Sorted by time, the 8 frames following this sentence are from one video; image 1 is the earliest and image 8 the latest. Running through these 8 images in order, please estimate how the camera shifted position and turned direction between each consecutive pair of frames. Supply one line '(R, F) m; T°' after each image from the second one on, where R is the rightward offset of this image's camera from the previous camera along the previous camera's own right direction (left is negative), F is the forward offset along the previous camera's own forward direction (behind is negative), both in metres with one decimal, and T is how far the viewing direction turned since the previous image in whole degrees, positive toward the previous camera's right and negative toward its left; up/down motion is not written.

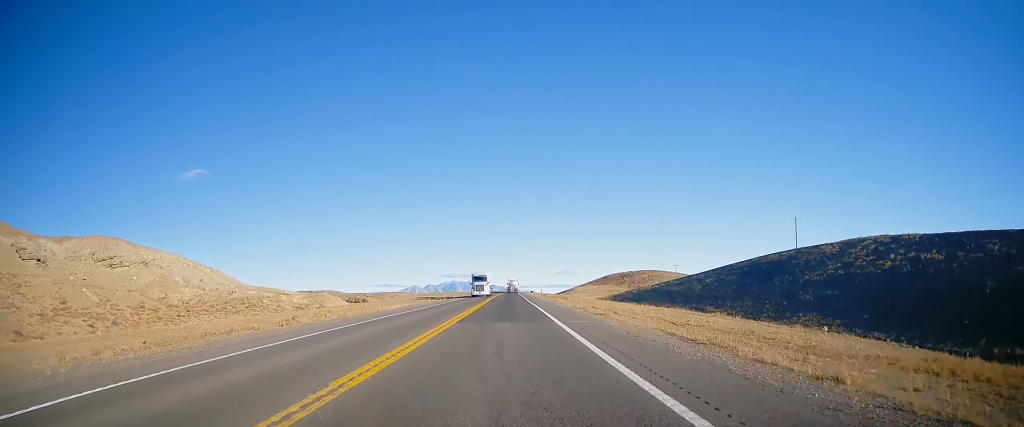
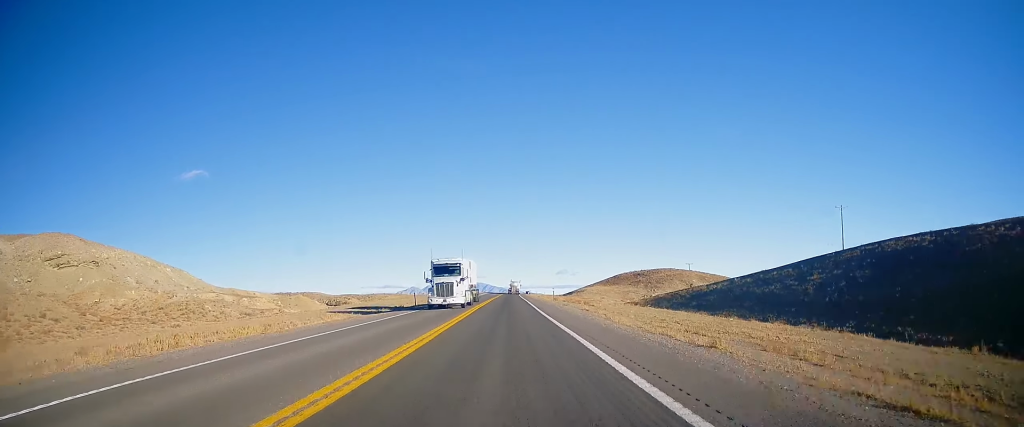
(0.0, +21.2) m; 0°
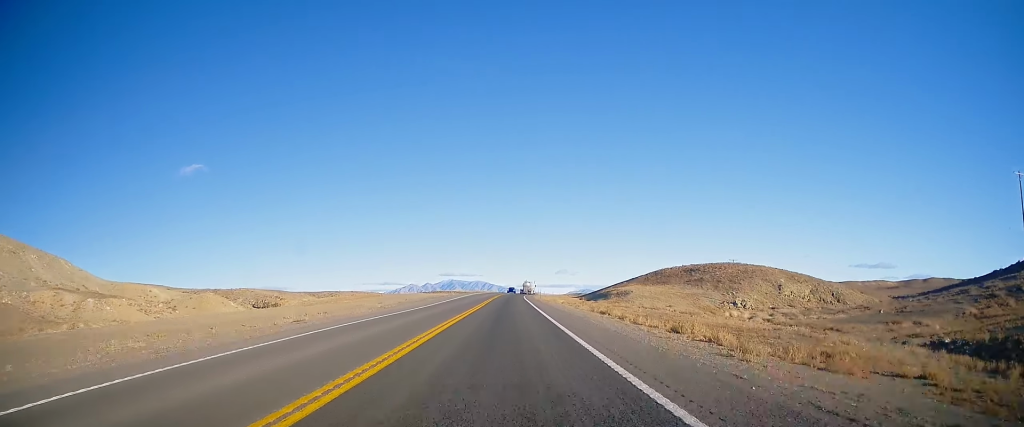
(0.0, +50.6) m; +1°
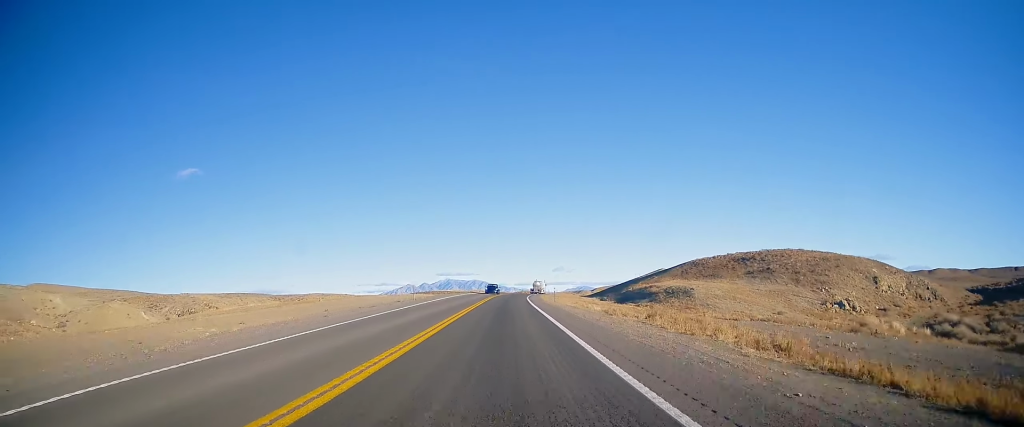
(+0.2, +29.0) m; +1°
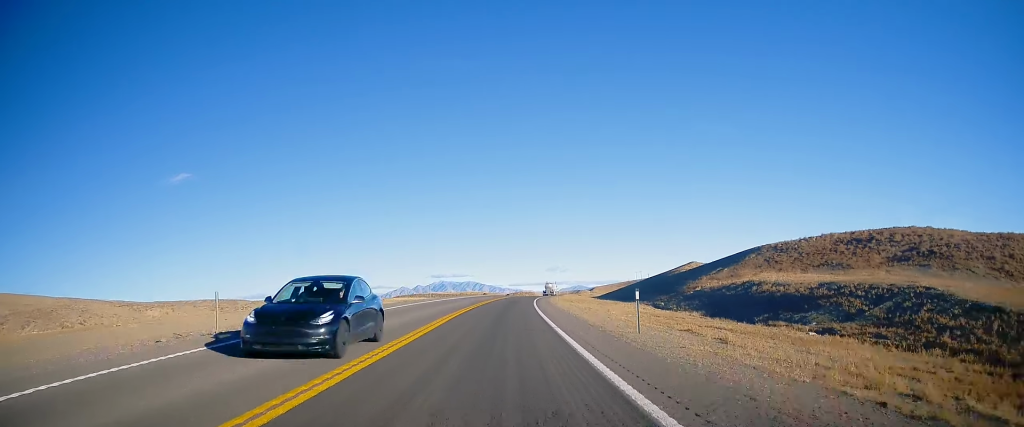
(+0.1, +34.1) m; 0°
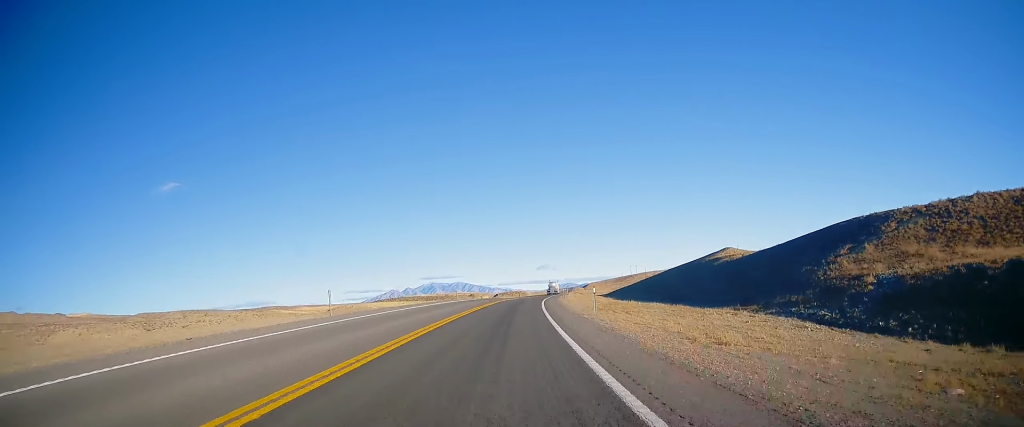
(-0.2, +28.7) m; +1°
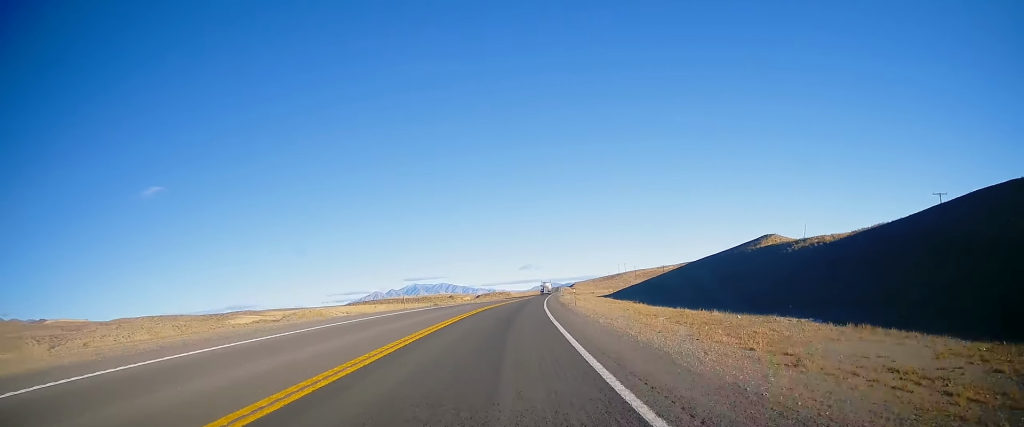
(+0.5, +24.2) m; +2°
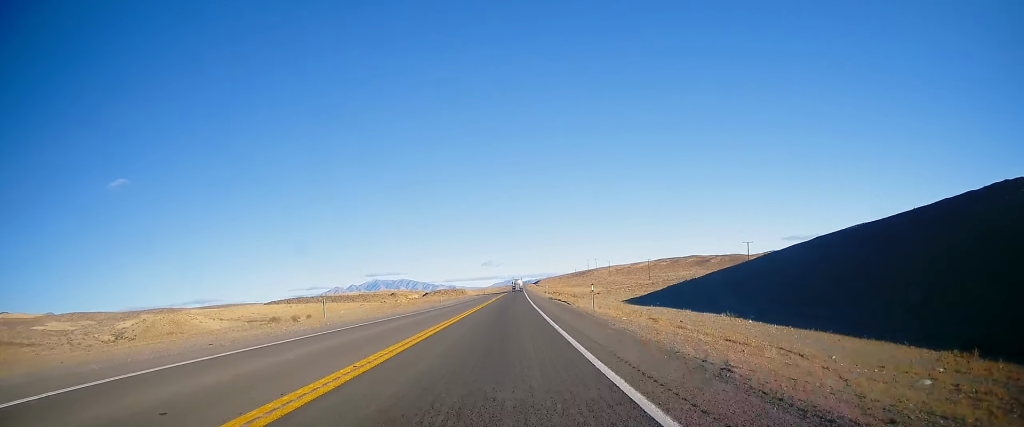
(+2.4, +53.6) m; +4°
